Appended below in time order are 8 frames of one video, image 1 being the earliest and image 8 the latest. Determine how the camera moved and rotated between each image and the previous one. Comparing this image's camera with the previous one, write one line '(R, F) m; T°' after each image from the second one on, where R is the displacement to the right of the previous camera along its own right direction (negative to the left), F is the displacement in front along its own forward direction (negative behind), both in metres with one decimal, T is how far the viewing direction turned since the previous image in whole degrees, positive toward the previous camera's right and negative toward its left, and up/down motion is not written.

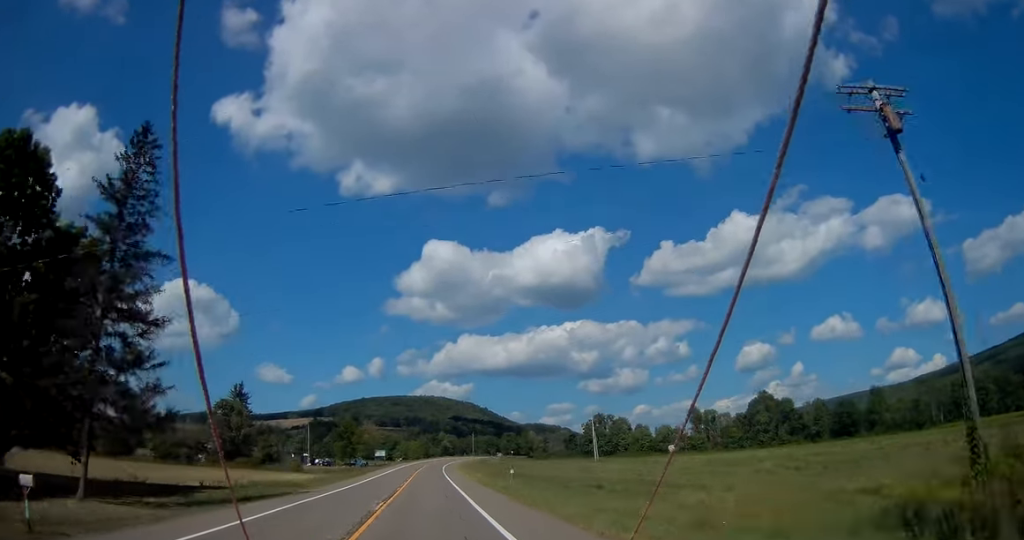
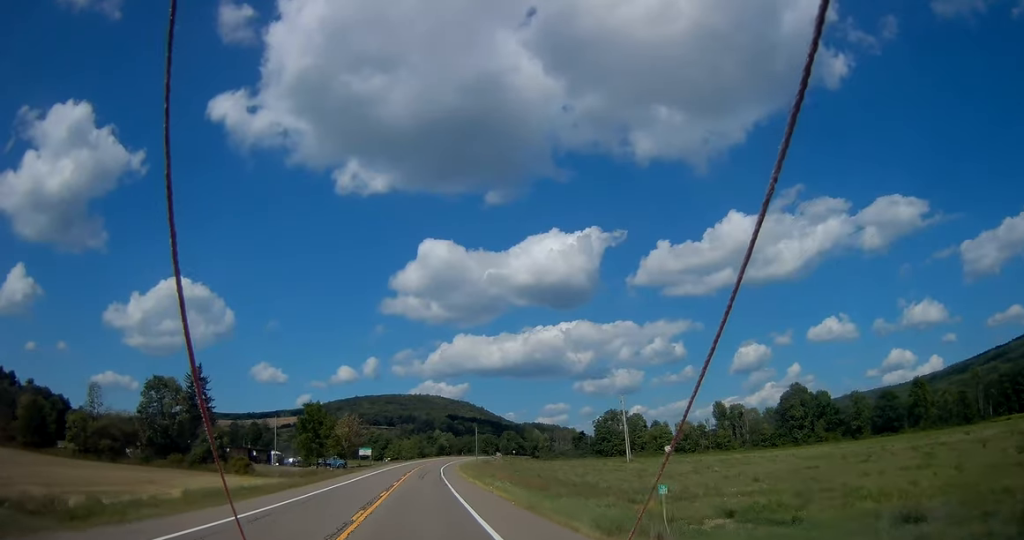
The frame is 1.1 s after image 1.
(+0.3, +28.8) m; +1°
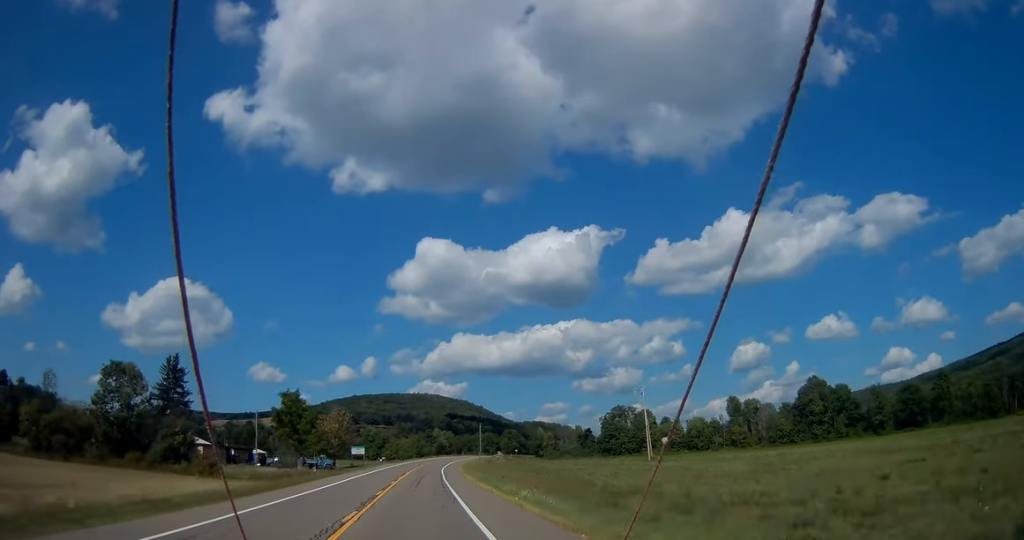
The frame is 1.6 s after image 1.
(0.0, +13.1) m; 0°
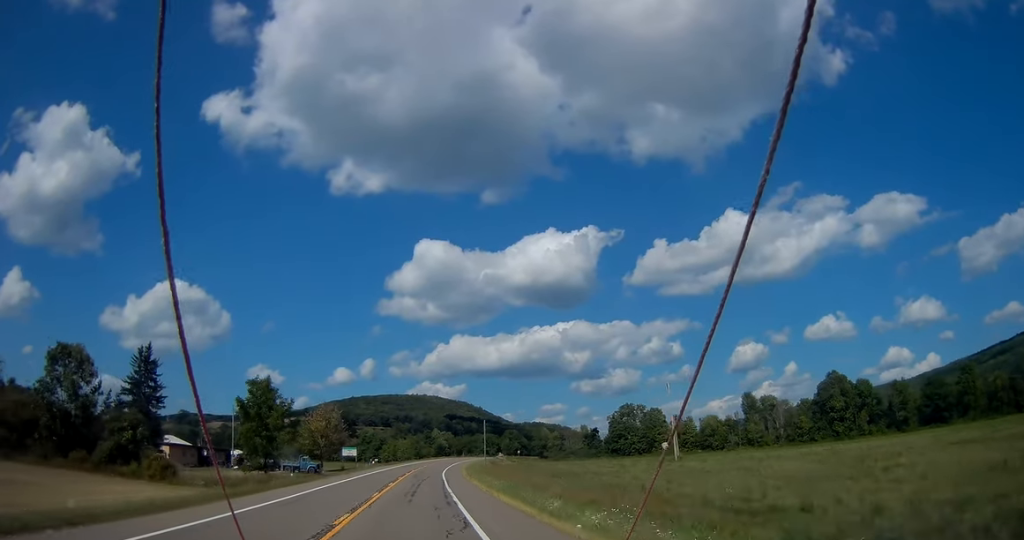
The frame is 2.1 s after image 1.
(-0.1, +13.1) m; 0°
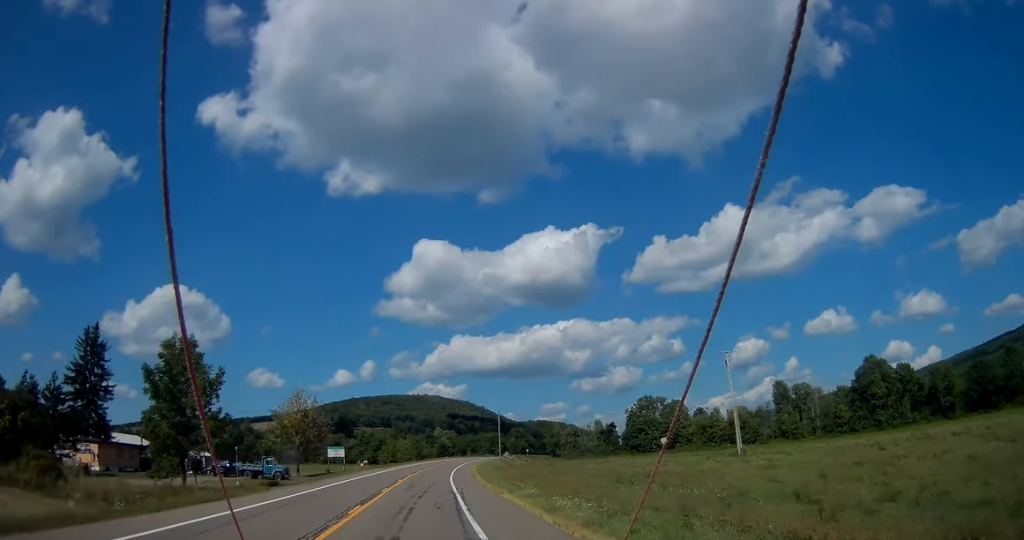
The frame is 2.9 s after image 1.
(-0.1, +21.0) m; 0°
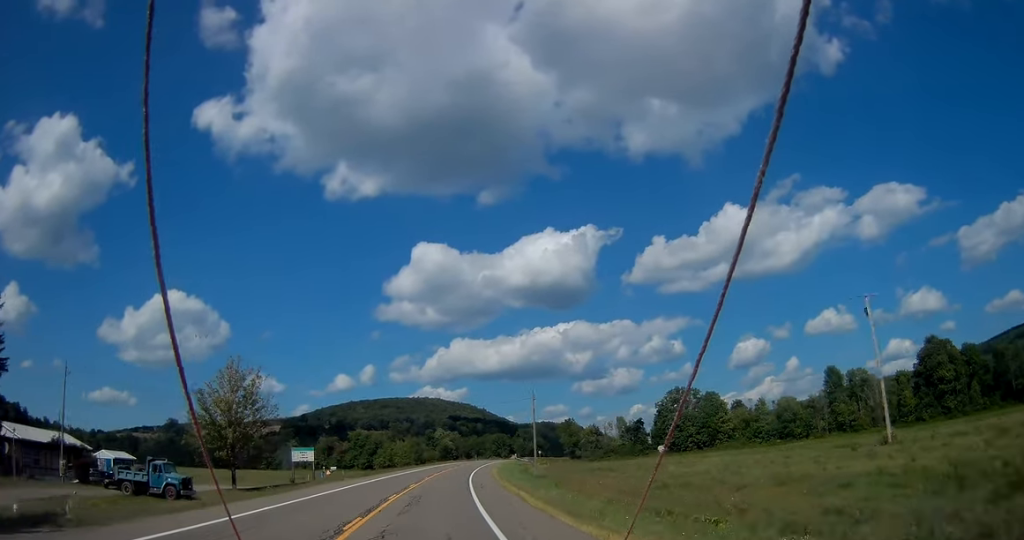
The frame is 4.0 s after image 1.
(0.0, +29.6) m; 0°
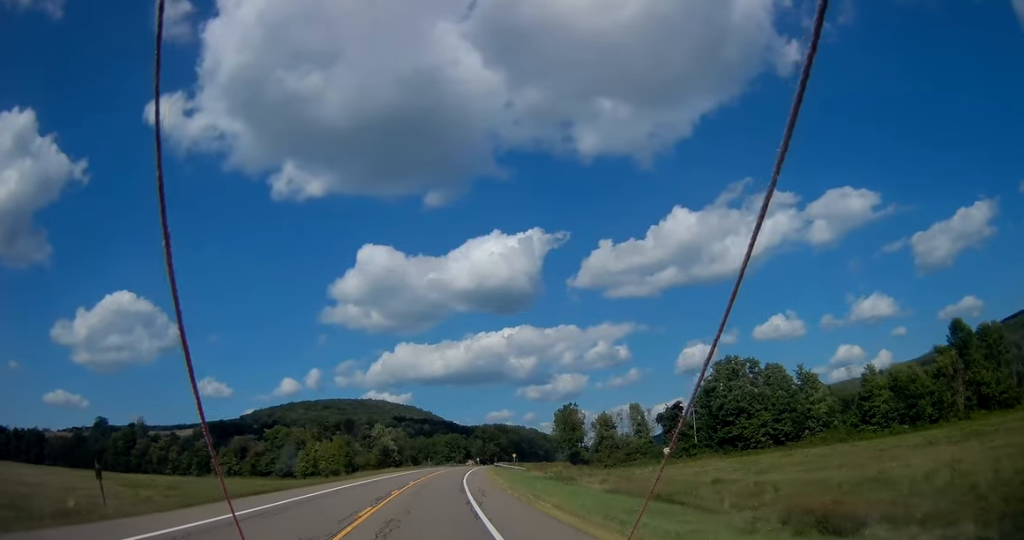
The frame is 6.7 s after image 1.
(+2.4, +69.5) m; +4°
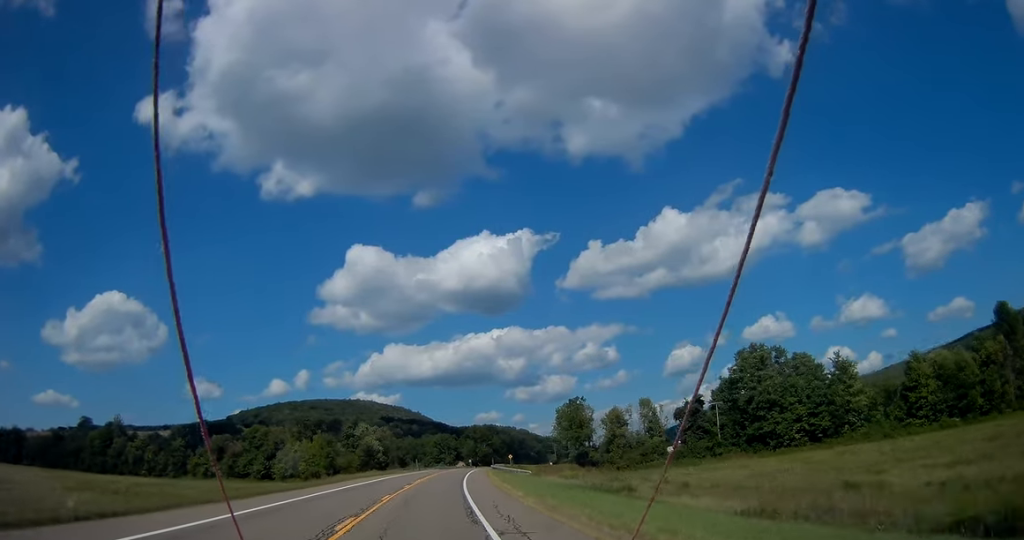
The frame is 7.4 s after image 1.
(+0.1, +16.2) m; +1°
